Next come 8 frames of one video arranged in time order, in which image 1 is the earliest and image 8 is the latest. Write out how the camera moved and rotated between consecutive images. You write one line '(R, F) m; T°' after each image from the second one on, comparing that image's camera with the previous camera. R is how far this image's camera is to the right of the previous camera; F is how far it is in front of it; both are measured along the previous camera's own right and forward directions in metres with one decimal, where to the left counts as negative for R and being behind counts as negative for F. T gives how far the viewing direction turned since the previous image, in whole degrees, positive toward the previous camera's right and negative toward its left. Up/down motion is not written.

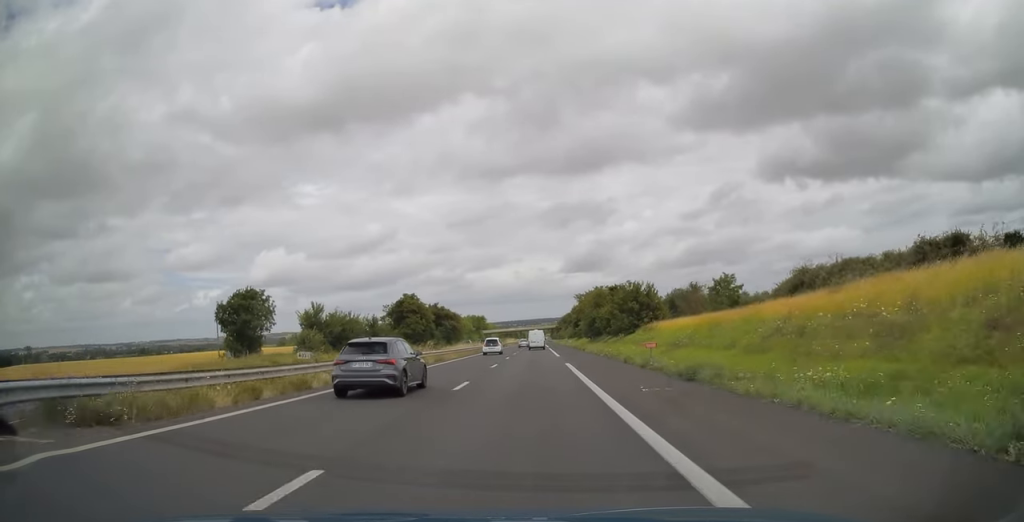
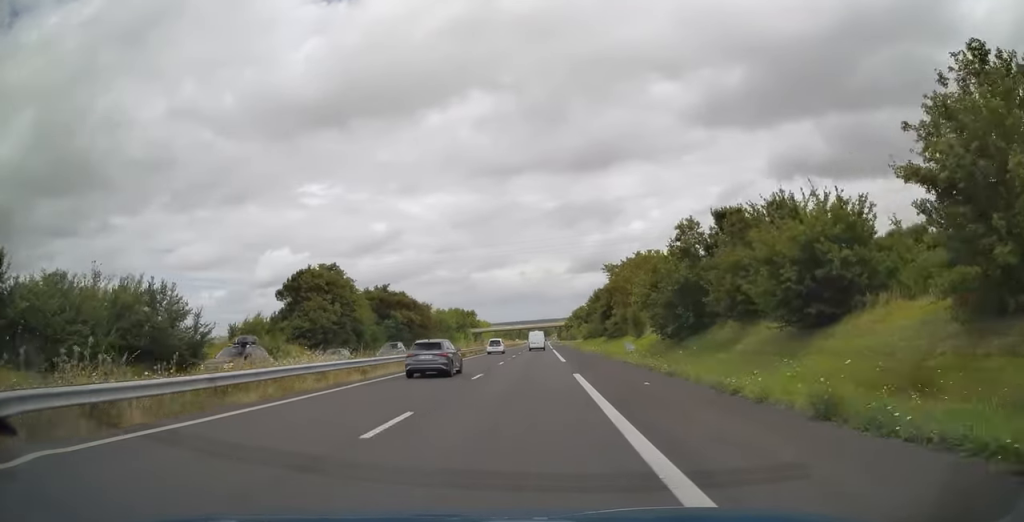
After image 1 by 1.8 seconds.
(-0.1, +60.1) m; 0°
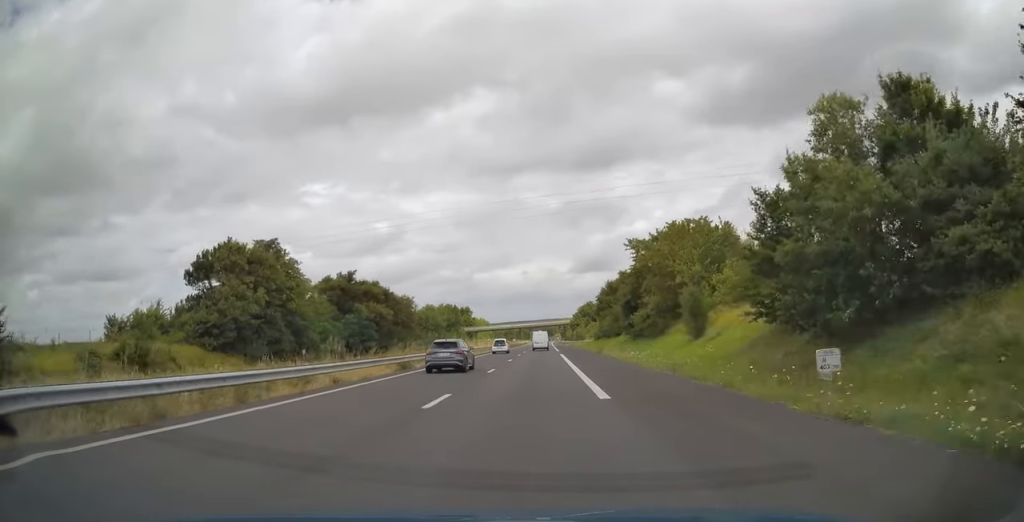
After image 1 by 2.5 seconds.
(0.0, +22.1) m; 0°
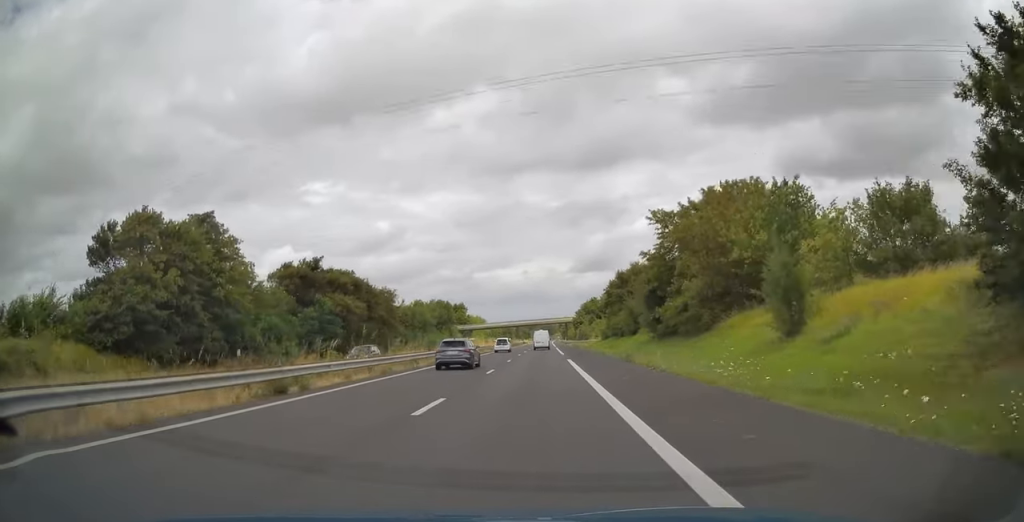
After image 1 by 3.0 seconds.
(0.0, +14.5) m; 0°
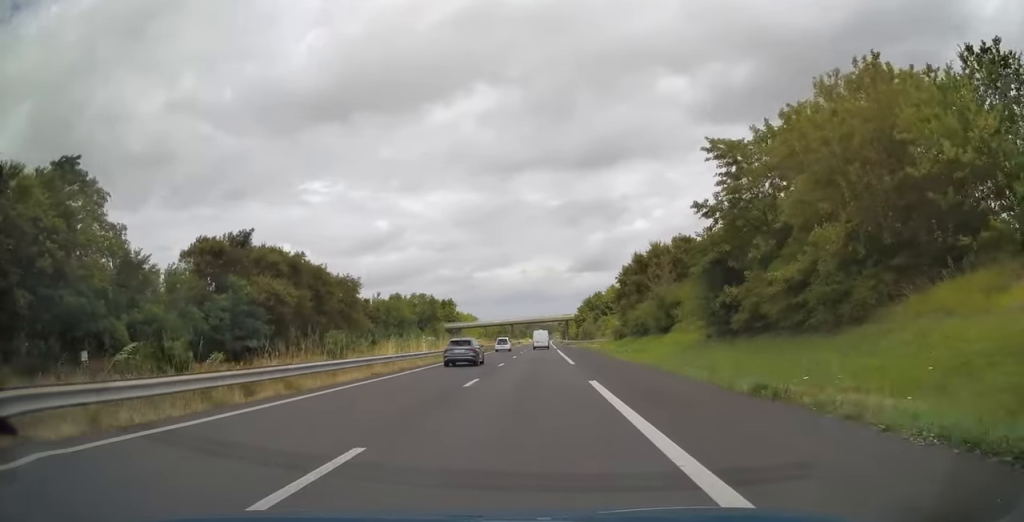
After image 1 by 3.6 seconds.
(0.0, +19.4) m; 0°
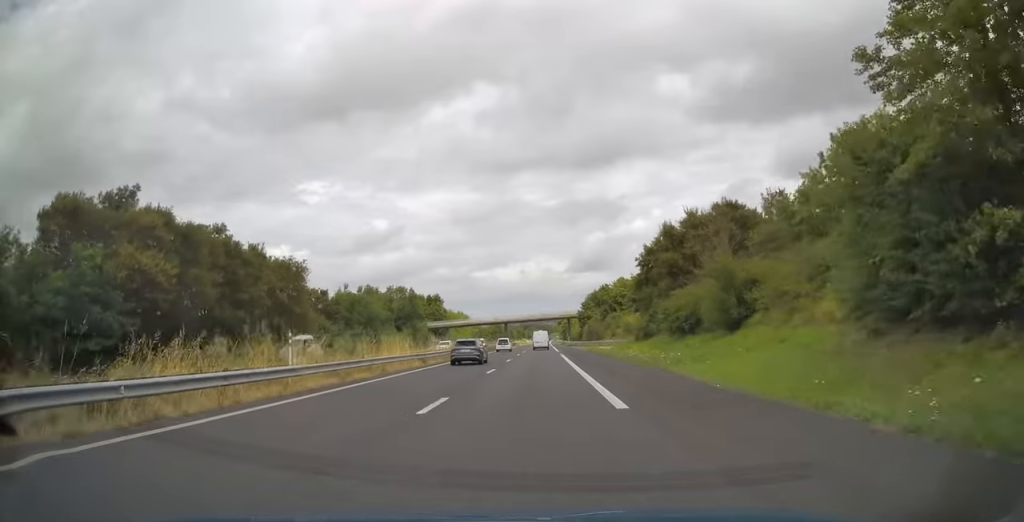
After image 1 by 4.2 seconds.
(0.0, +19.5) m; 0°
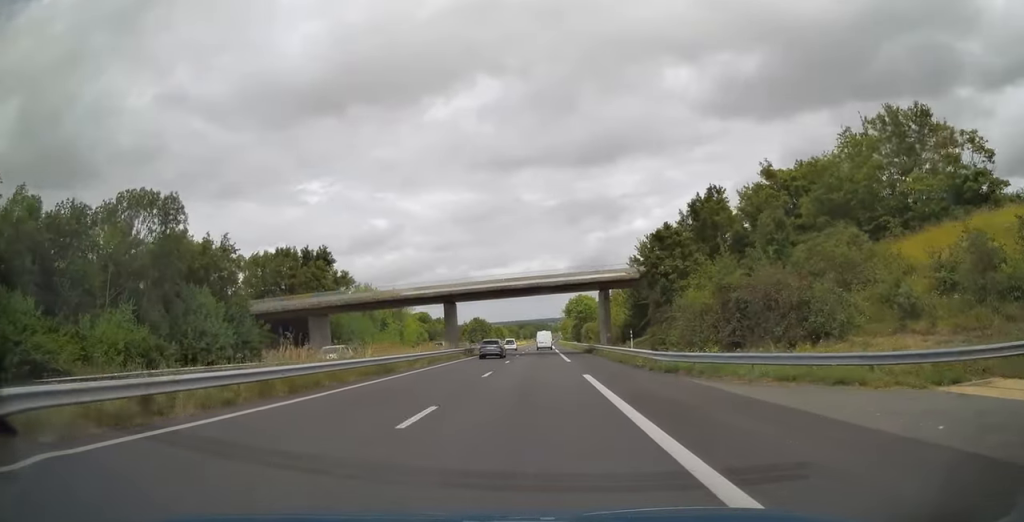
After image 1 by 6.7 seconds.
(+0.1, +80.1) m; 0°
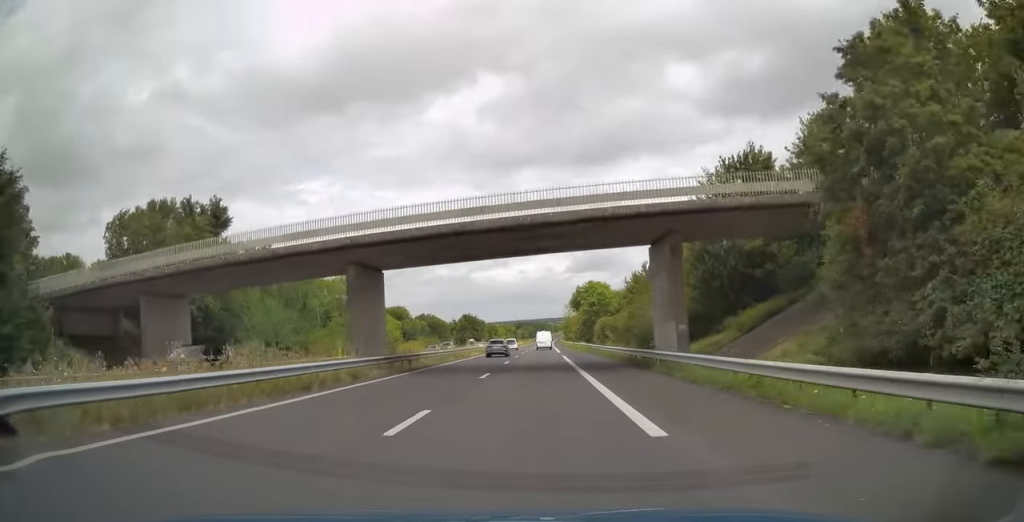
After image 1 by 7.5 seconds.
(0.0, +27.0) m; 0°
